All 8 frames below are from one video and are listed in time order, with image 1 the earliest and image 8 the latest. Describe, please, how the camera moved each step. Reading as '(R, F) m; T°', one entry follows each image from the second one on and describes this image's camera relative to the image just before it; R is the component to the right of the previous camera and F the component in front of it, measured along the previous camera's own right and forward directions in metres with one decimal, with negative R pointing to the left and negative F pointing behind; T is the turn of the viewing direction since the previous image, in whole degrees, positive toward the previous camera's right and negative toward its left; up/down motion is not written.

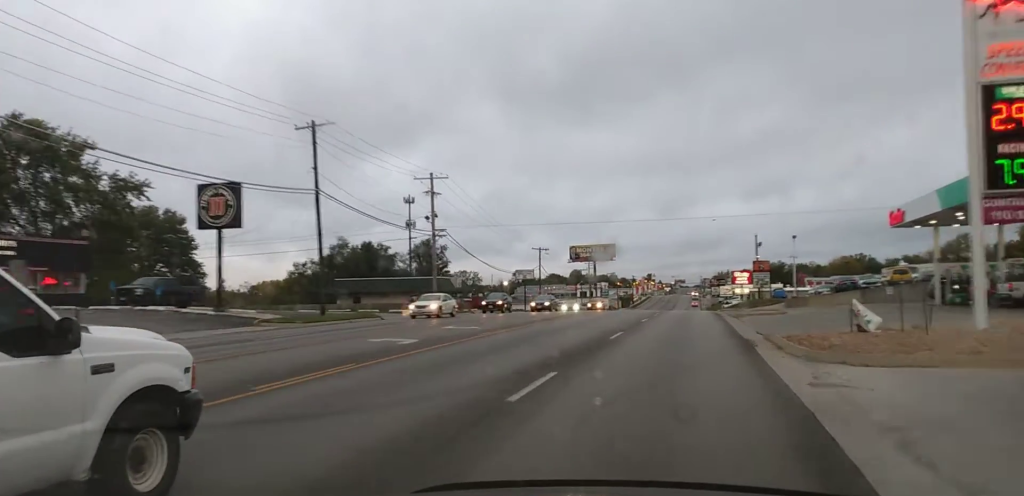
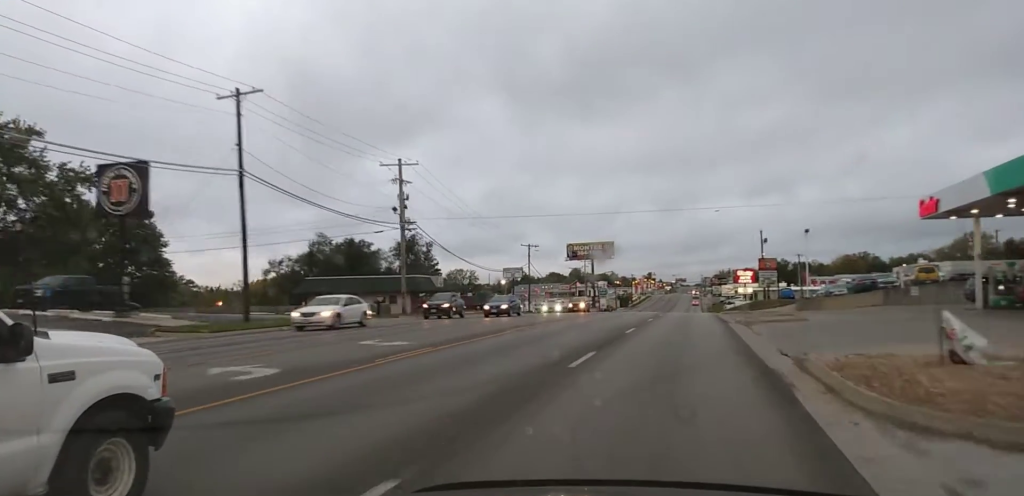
(+0.1, +7.4) m; +1°
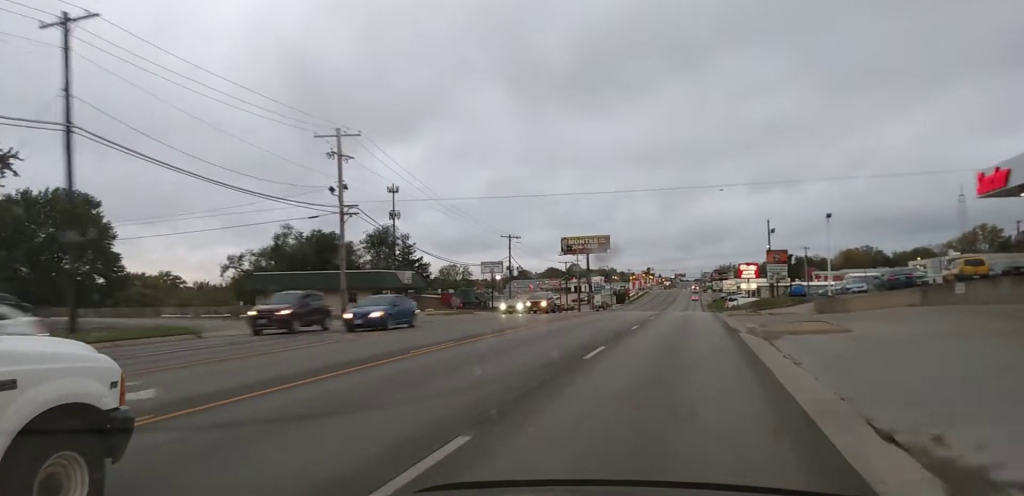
(+0.2, +10.5) m; +2°
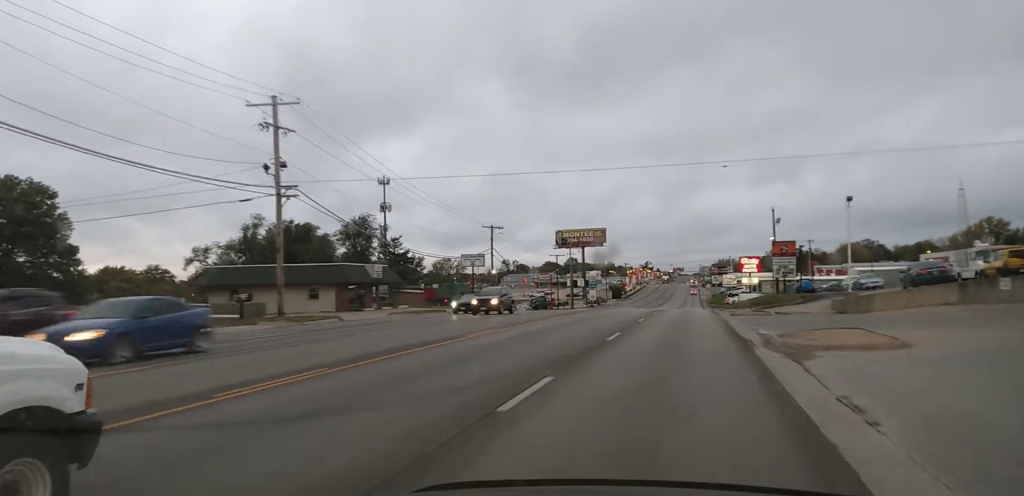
(0.0, +8.1) m; +1°
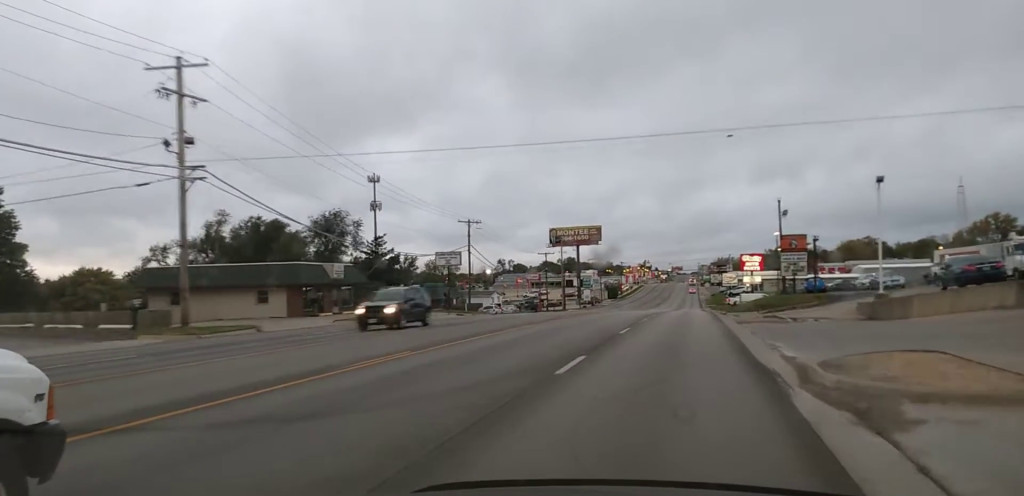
(+0.2, +7.5) m; 0°
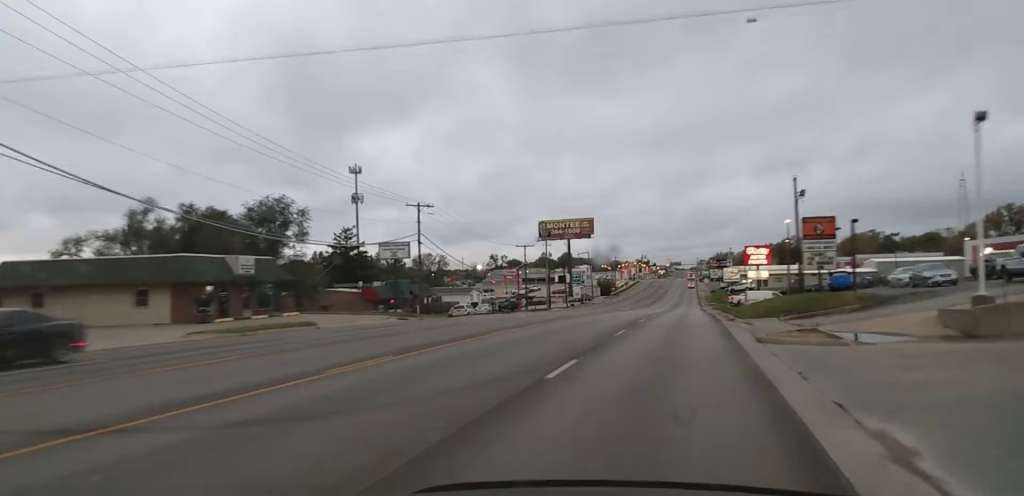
(+0.3, +12.2) m; 0°
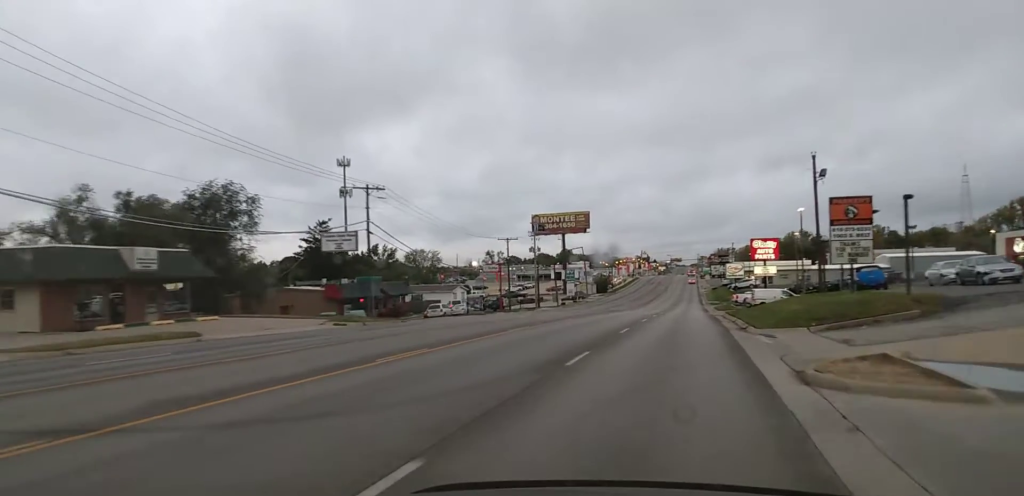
(-0.3, +10.3) m; -2°
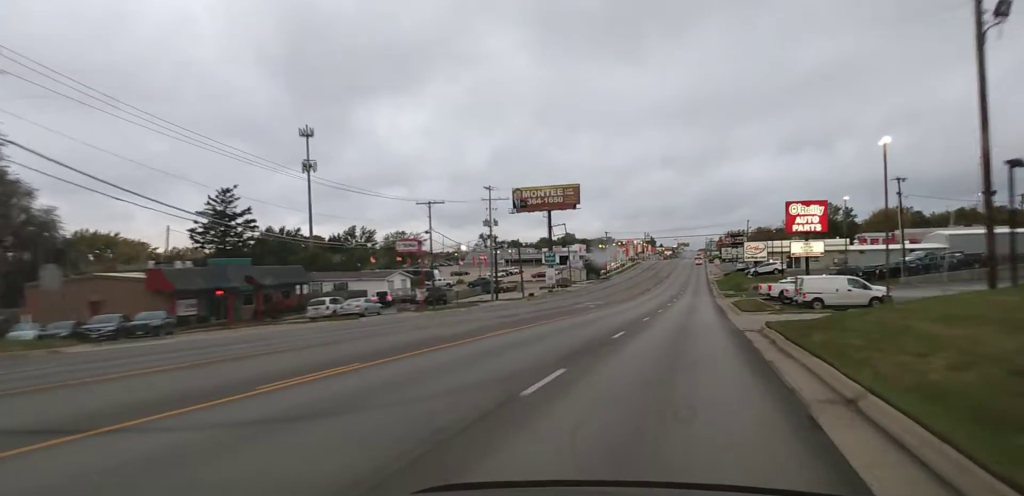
(-0.2, +29.1) m; +1°
